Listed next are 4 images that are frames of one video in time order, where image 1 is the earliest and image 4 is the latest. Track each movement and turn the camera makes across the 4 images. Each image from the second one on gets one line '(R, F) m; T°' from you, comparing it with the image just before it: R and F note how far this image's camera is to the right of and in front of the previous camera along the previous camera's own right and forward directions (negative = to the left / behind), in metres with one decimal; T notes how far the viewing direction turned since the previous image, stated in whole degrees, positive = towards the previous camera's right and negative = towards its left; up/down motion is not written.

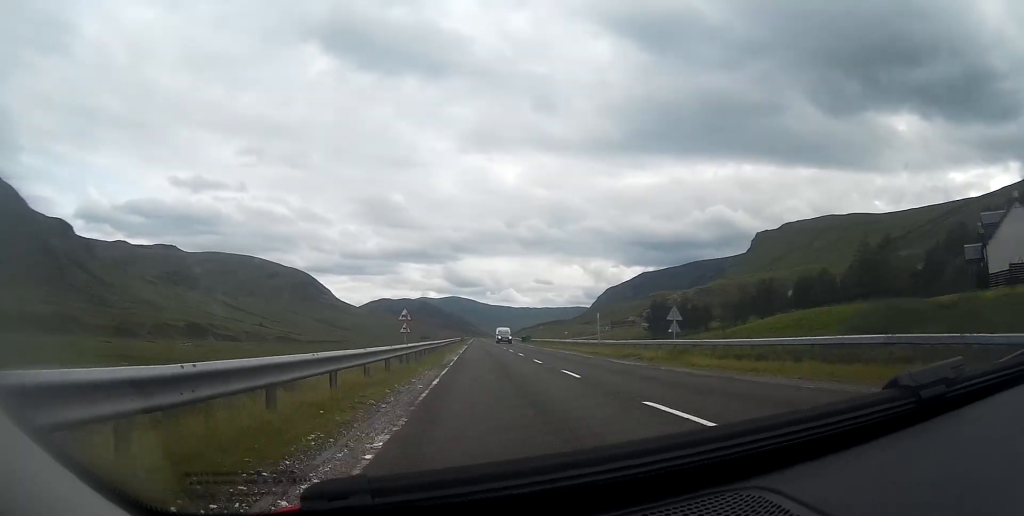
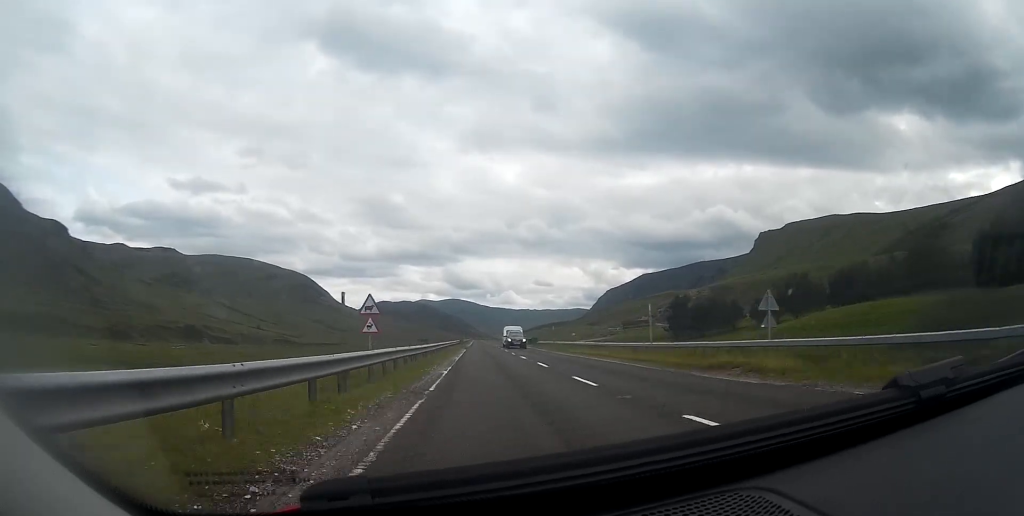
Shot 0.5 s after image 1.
(0.0, +10.9) m; 0°
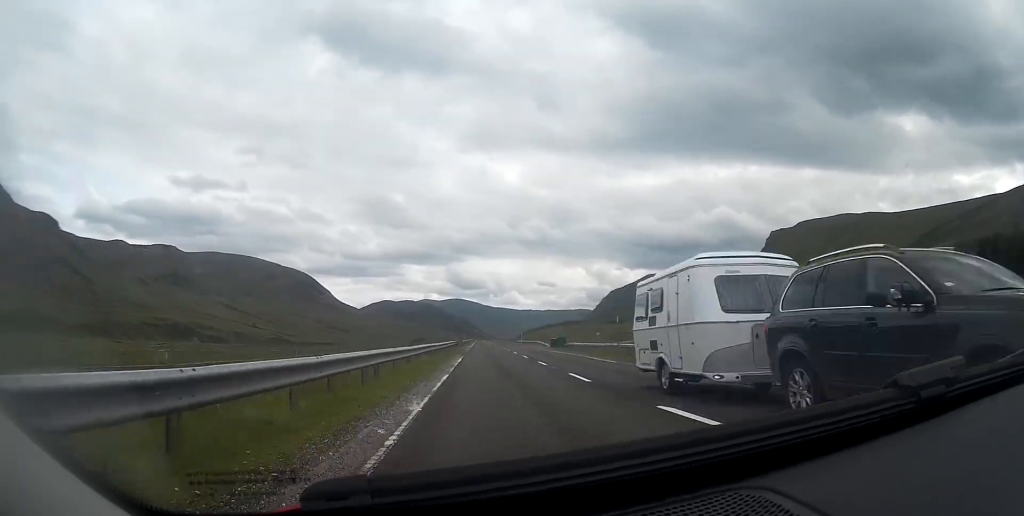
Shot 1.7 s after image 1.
(0.0, +25.4) m; 0°
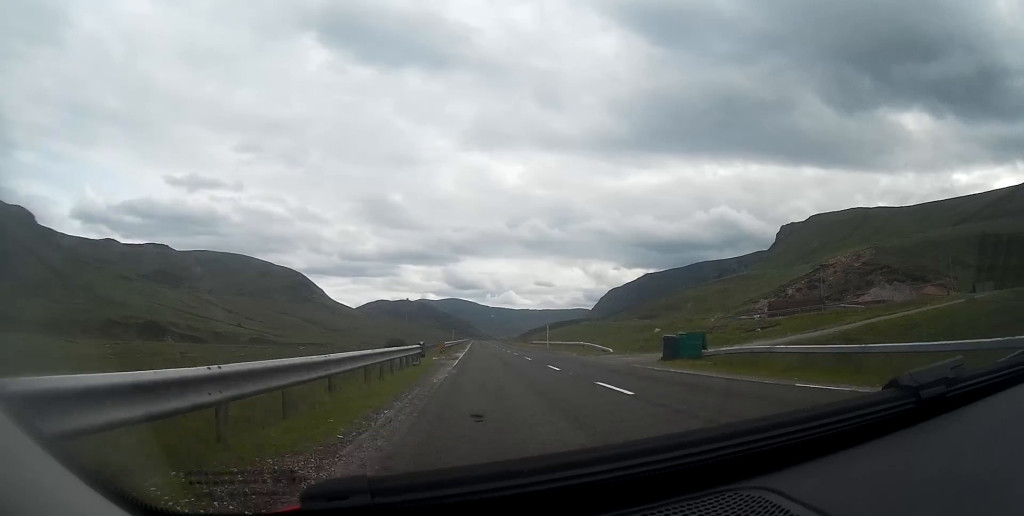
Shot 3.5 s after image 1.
(-0.2, +39.8) m; -1°
